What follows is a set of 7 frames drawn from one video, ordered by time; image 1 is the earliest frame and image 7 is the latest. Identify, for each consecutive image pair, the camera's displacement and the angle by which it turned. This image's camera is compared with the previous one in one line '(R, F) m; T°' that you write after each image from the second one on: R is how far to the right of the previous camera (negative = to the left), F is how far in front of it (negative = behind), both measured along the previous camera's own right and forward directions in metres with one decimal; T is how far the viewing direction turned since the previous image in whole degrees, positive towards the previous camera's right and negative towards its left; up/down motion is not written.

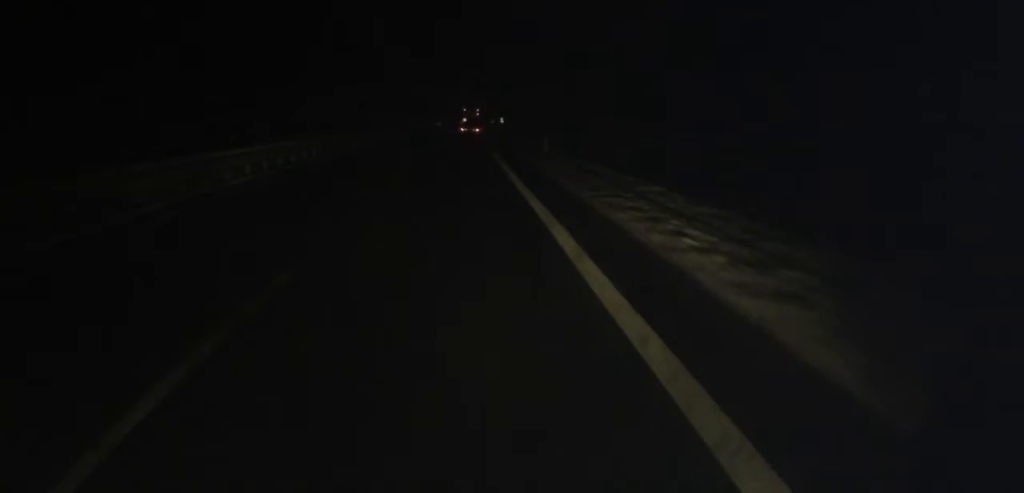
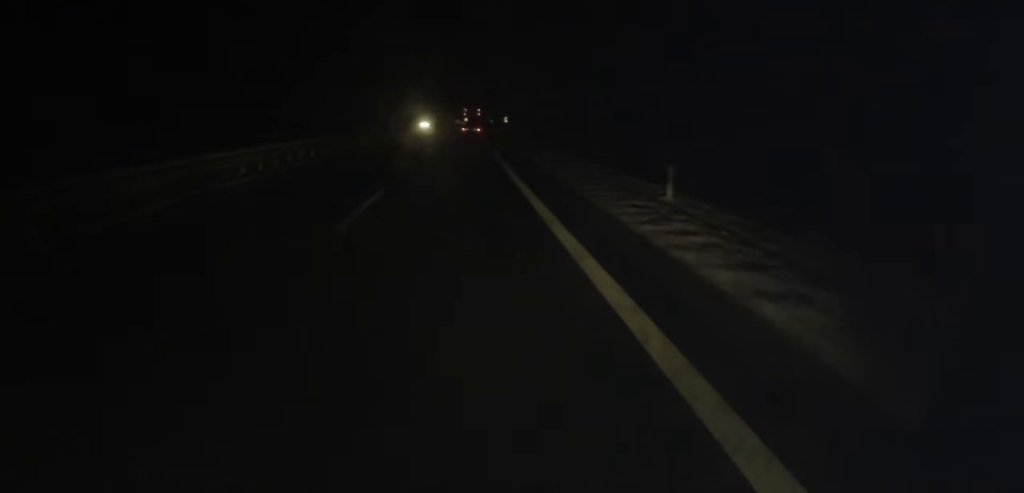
(0.0, +26.5) m; +1°
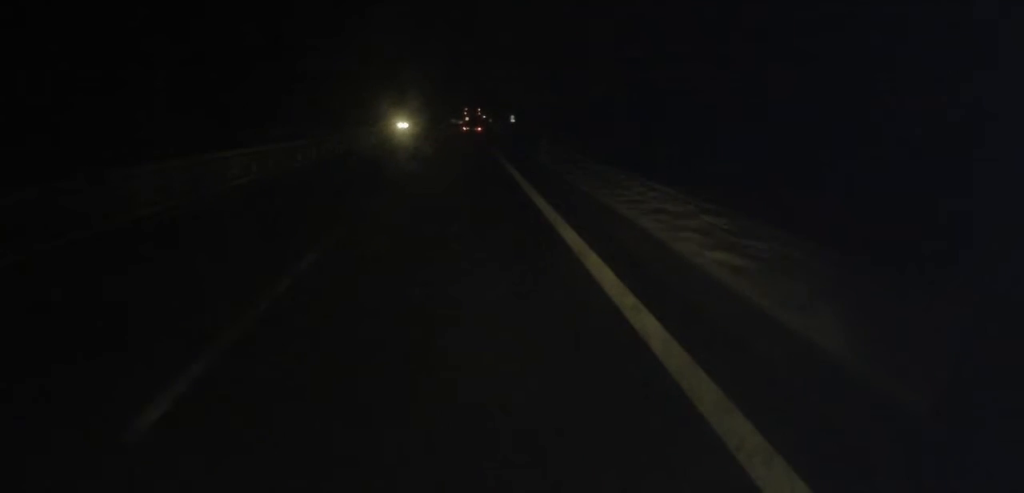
(+0.4, +25.0) m; 0°
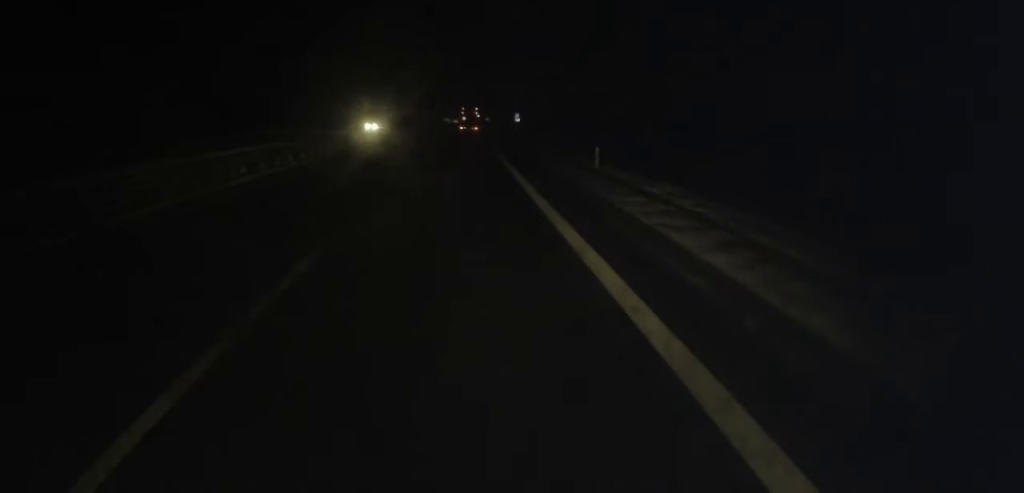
(-0.1, +18.9) m; 0°
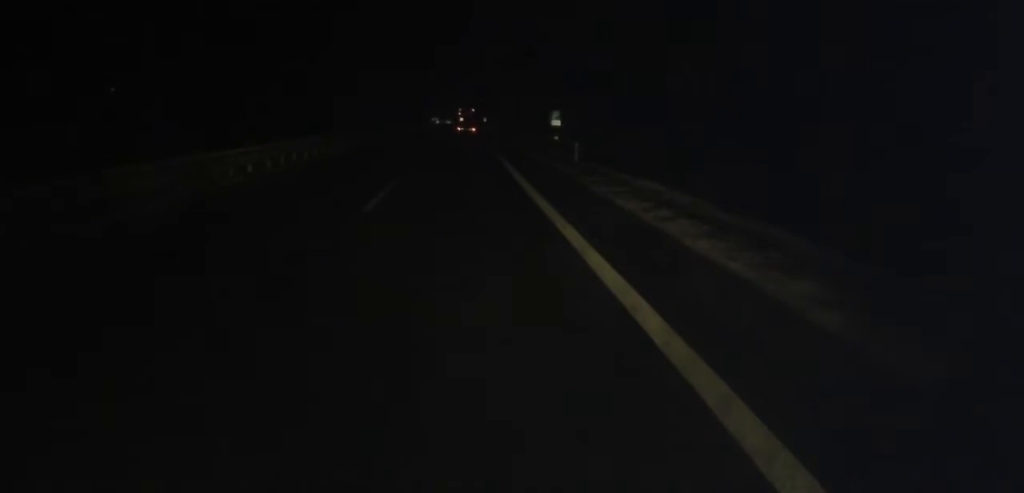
(+0.4, +43.6) m; +1°
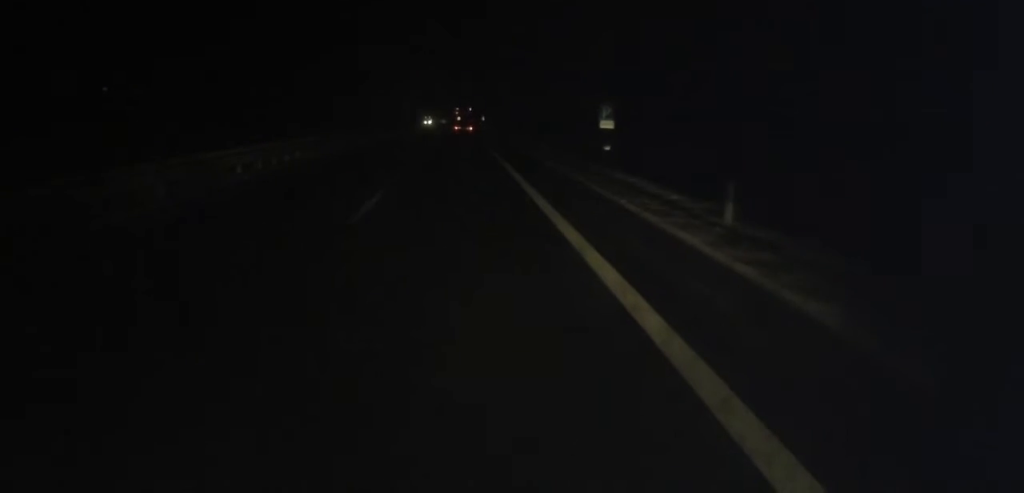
(0.0, +19.1) m; -1°
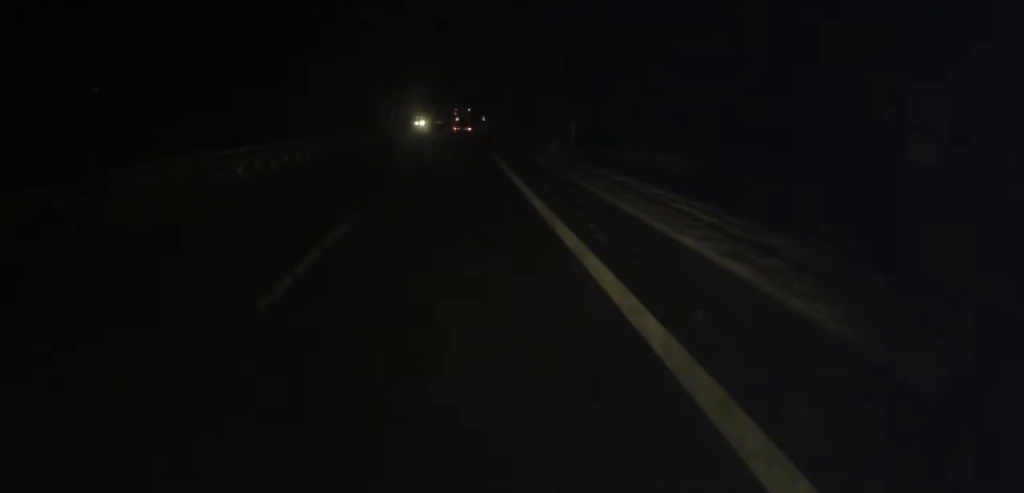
(-0.4, +24.1) m; 0°
